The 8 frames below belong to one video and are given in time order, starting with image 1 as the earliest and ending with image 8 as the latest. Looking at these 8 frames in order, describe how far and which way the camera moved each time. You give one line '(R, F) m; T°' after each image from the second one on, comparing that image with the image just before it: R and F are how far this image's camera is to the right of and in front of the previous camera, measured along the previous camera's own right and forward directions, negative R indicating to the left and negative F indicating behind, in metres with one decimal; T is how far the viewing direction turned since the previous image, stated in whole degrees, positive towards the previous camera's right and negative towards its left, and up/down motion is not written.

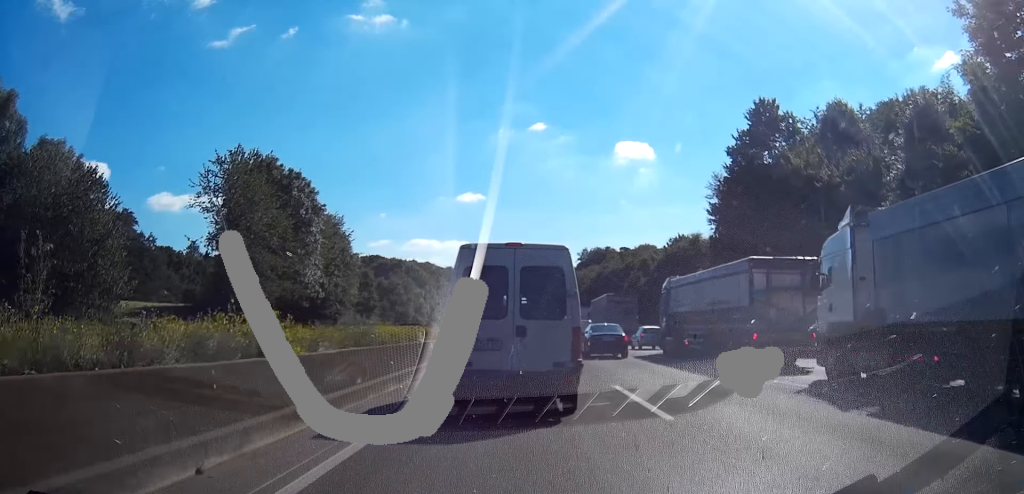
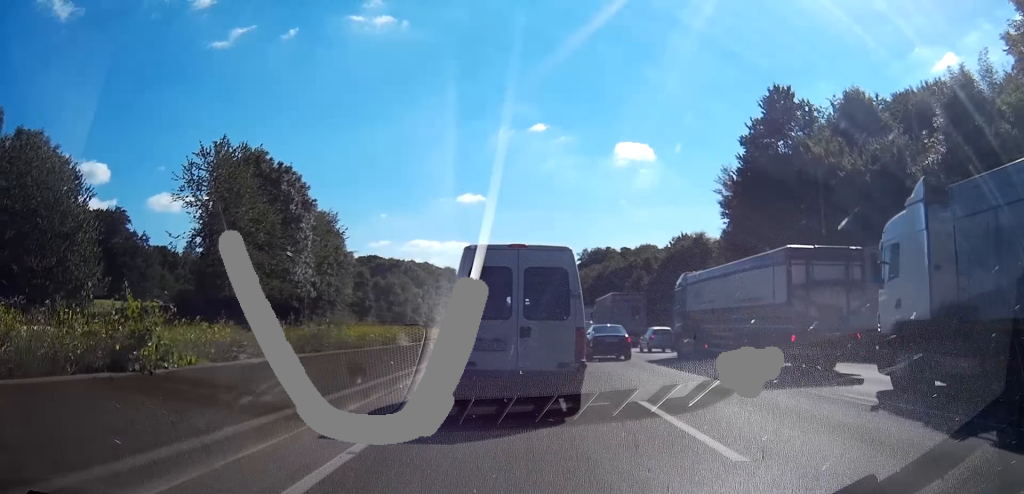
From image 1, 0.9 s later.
(0.0, +3.6) m; 0°
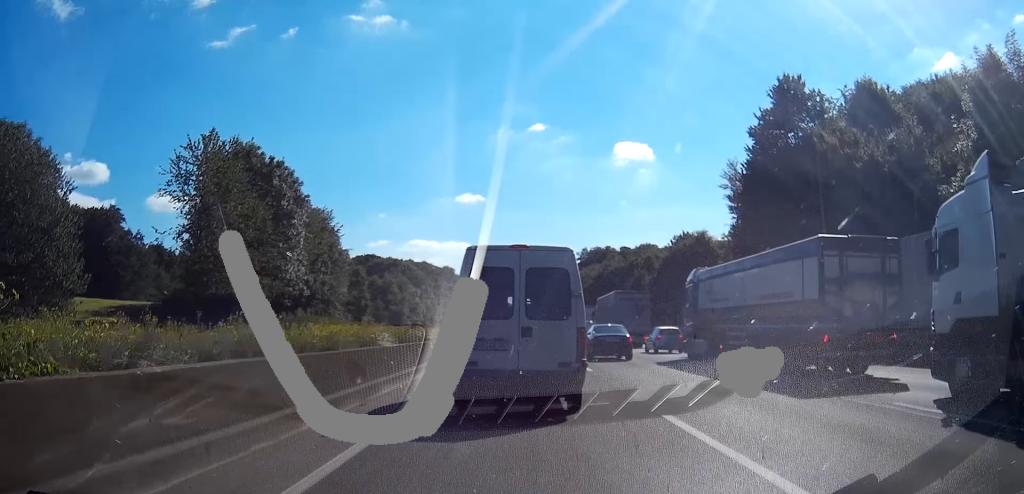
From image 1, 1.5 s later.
(0.0, +2.5) m; 0°
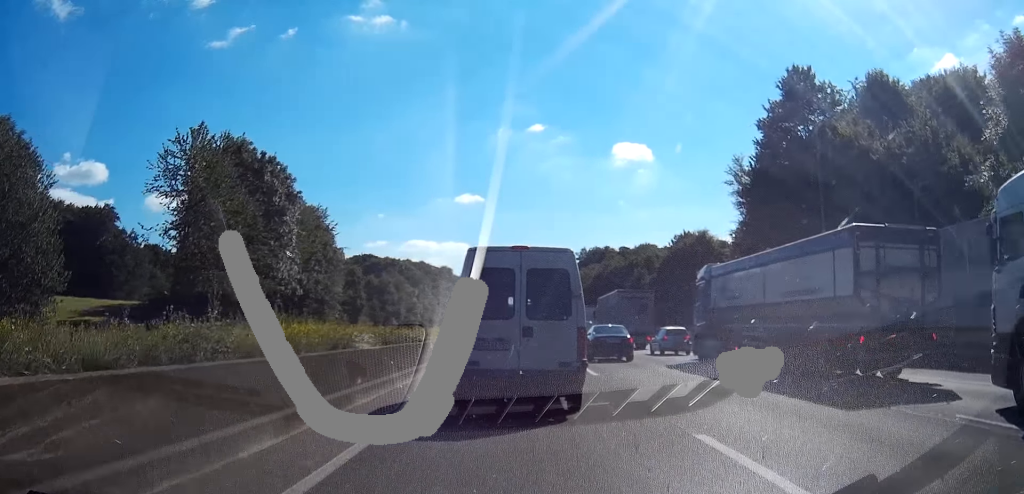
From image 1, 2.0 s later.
(0.0, +2.2) m; 0°
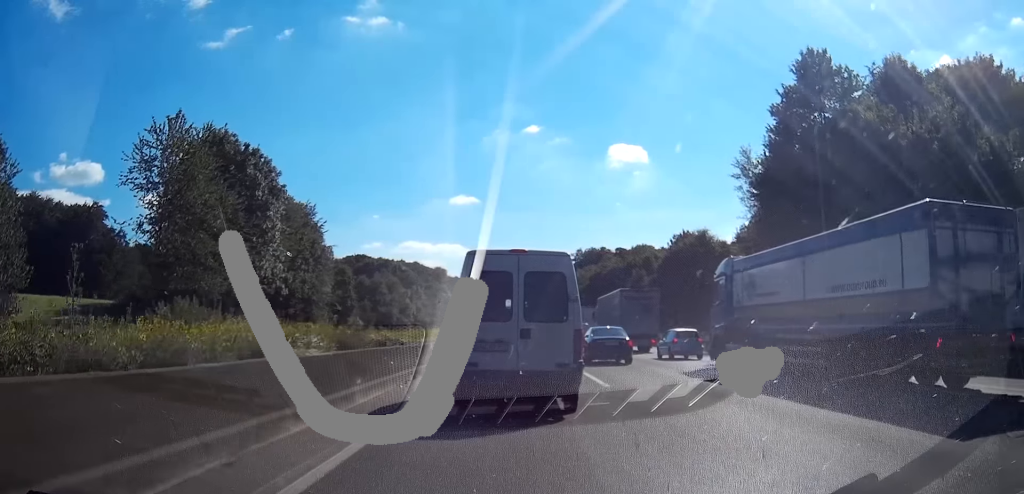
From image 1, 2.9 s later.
(0.0, +3.6) m; +1°
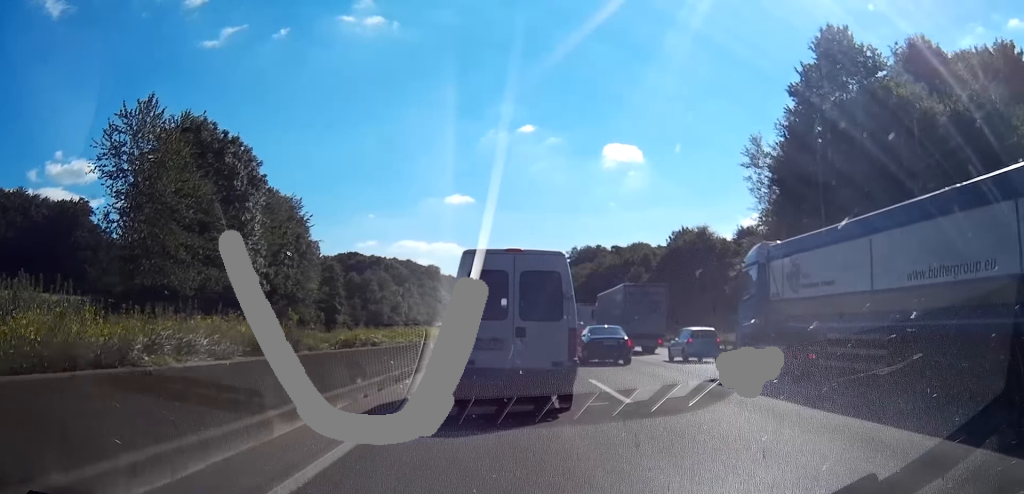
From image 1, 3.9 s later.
(+0.1, +4.0) m; +2°
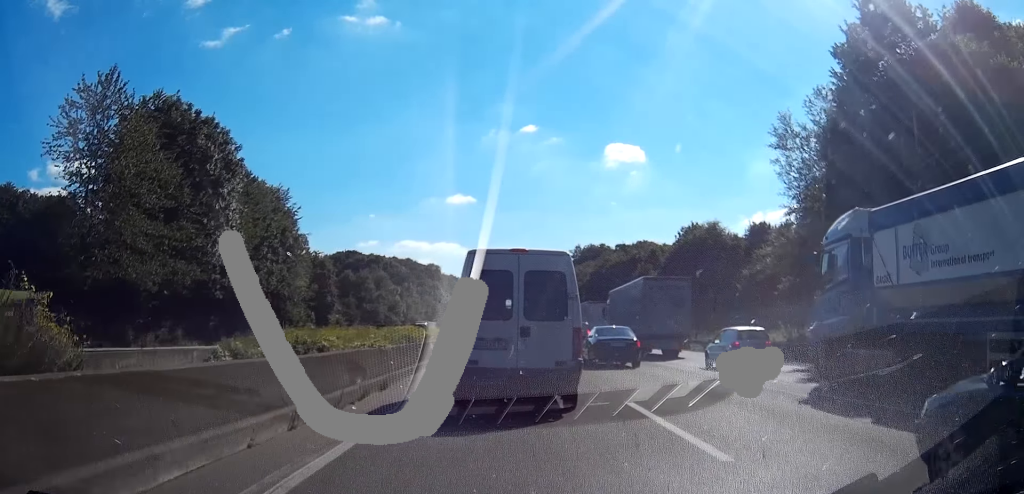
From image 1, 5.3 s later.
(0.0, +5.8) m; -4°
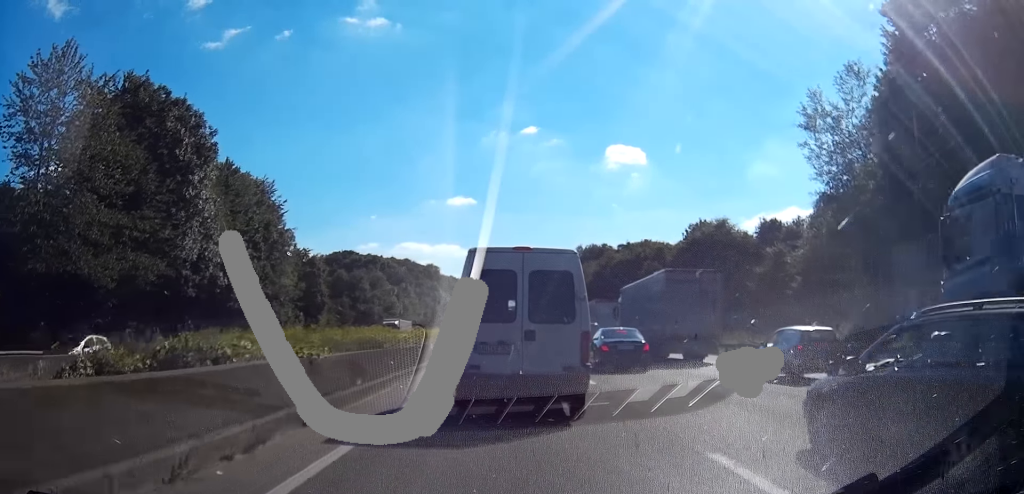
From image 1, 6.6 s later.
(-0.1, +5.1) m; +1°
